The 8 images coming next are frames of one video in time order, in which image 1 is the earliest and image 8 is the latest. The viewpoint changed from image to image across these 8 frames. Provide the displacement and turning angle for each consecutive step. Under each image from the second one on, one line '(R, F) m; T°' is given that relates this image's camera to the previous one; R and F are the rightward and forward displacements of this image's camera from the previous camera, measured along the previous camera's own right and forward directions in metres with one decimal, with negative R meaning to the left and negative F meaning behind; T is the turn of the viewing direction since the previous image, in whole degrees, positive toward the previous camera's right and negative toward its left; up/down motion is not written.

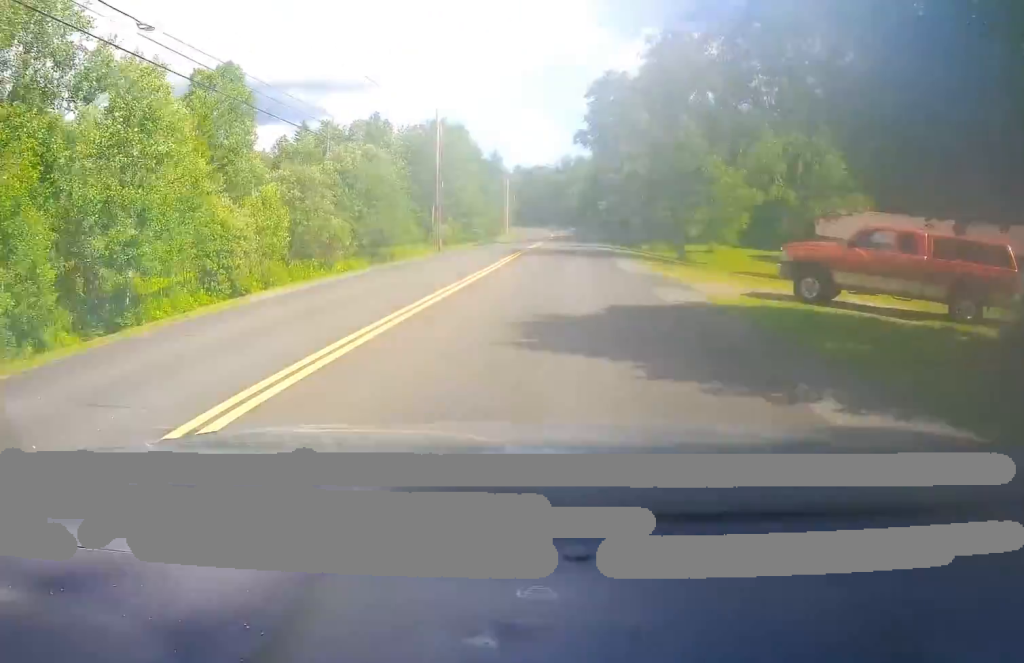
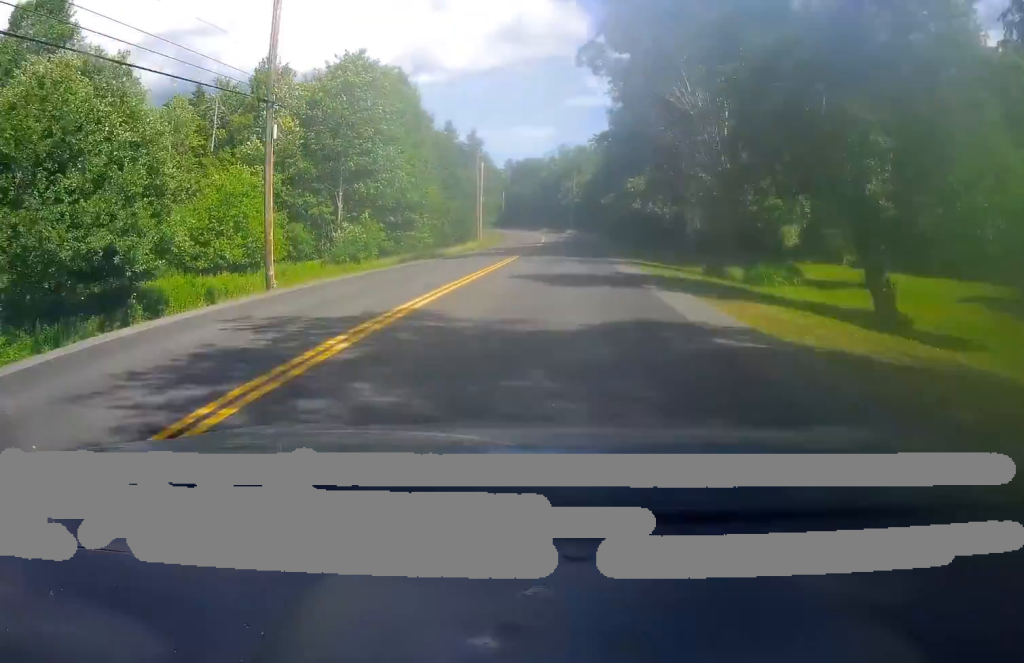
(+0.3, +33.7) m; 0°
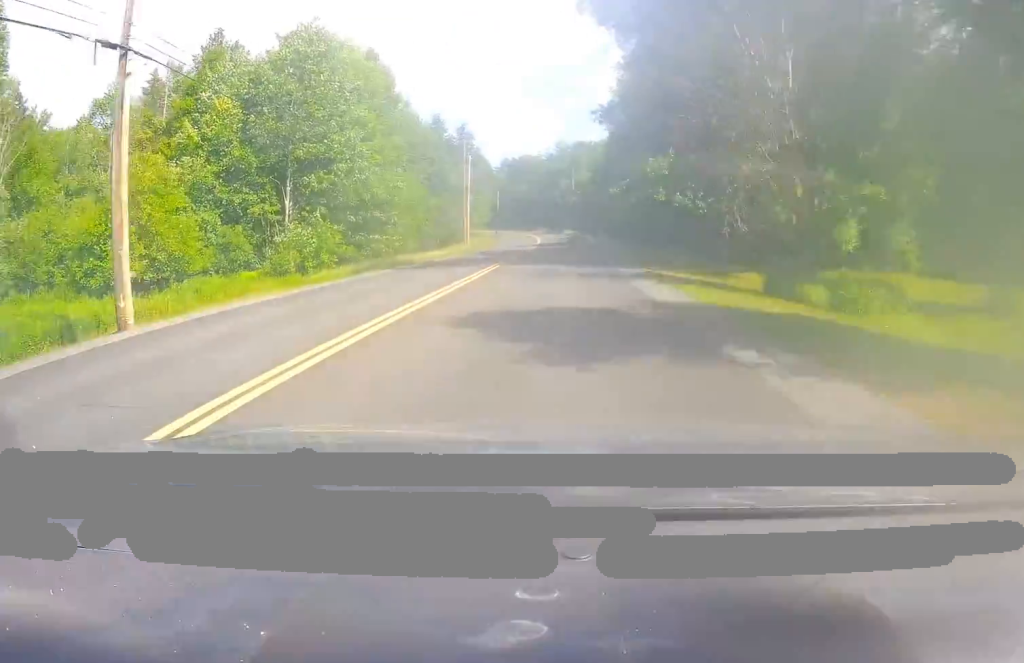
(+0.1, +10.2) m; 0°
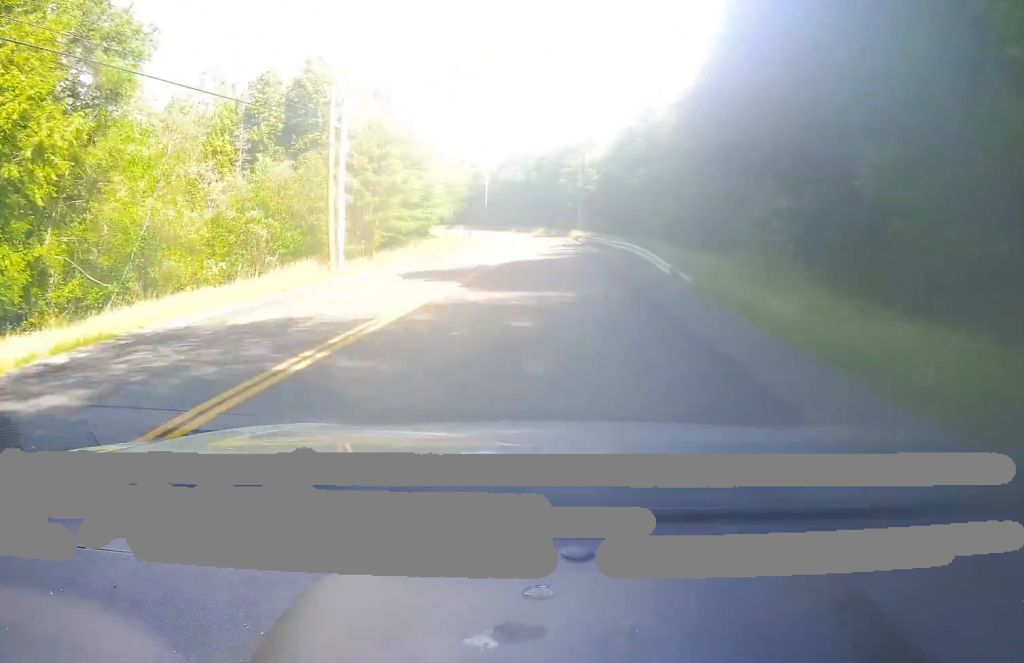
(-0.3, +45.9) m; -1°
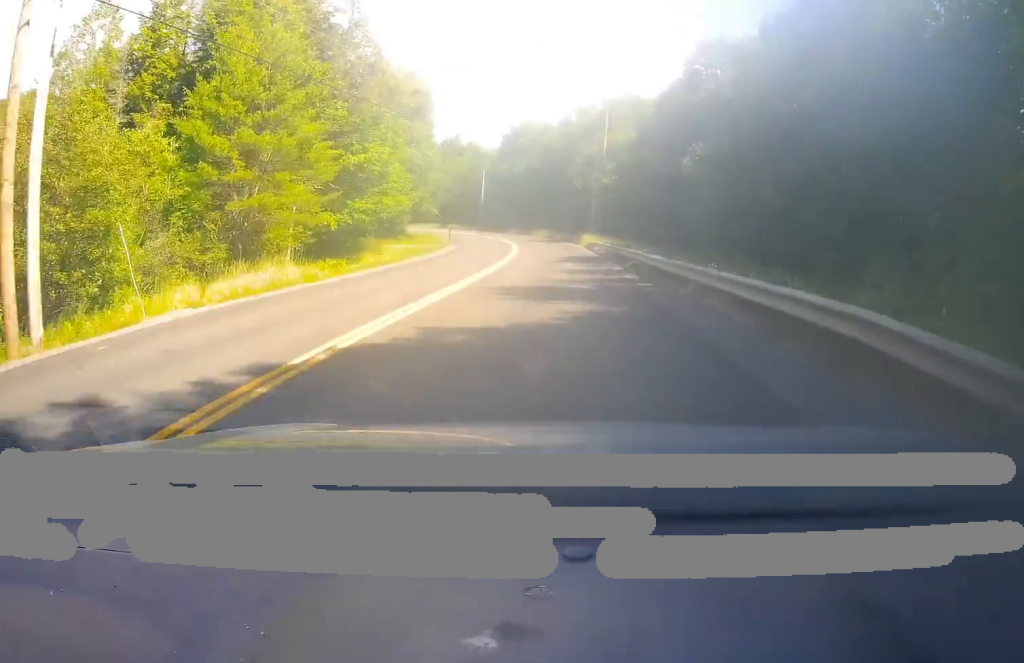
(-0.6, +21.4) m; +1°
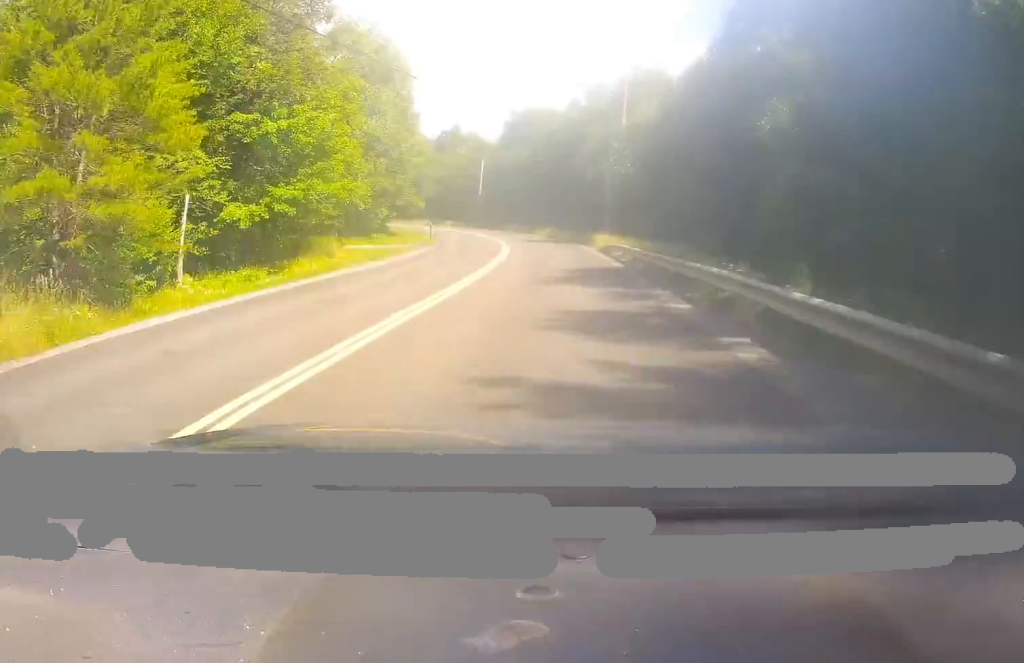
(+0.7, +13.5) m; +2°
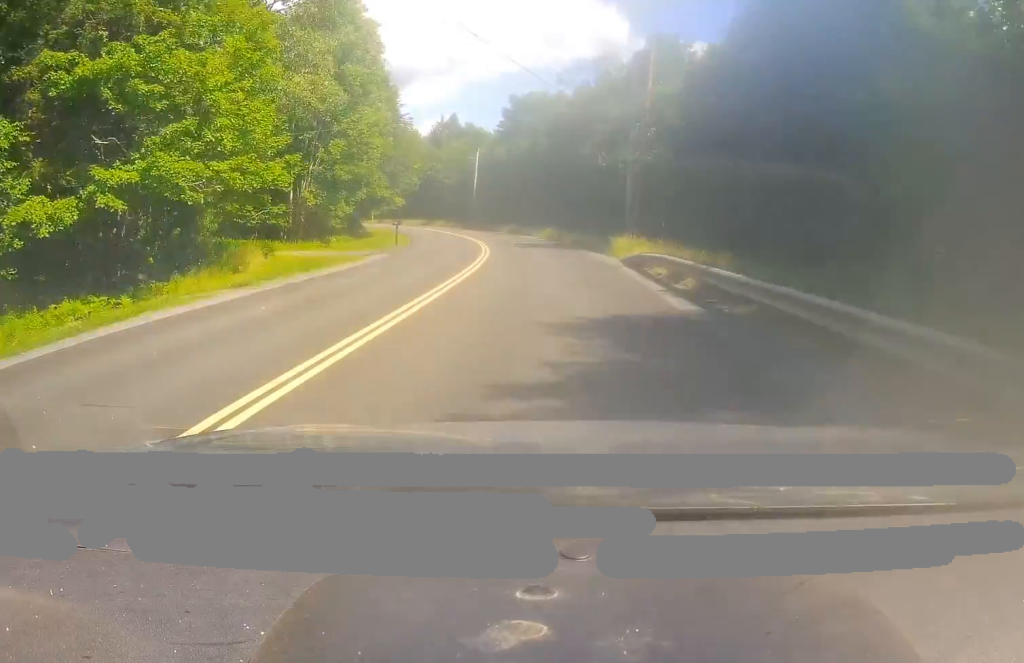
(-0.1, +13.3) m; -2°
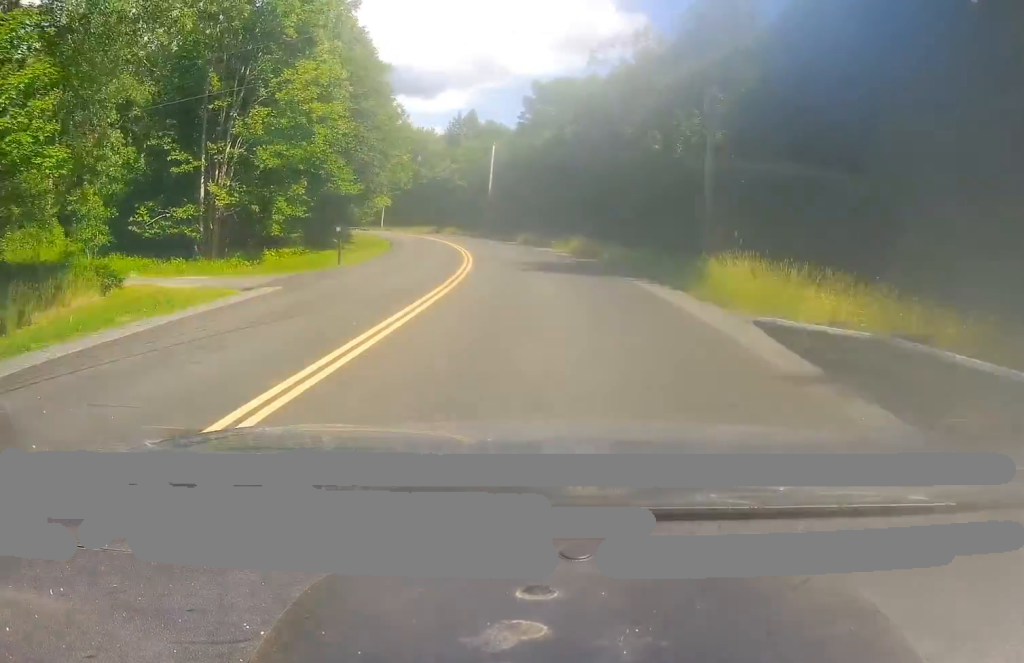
(-0.3, +16.0) m; -3°
